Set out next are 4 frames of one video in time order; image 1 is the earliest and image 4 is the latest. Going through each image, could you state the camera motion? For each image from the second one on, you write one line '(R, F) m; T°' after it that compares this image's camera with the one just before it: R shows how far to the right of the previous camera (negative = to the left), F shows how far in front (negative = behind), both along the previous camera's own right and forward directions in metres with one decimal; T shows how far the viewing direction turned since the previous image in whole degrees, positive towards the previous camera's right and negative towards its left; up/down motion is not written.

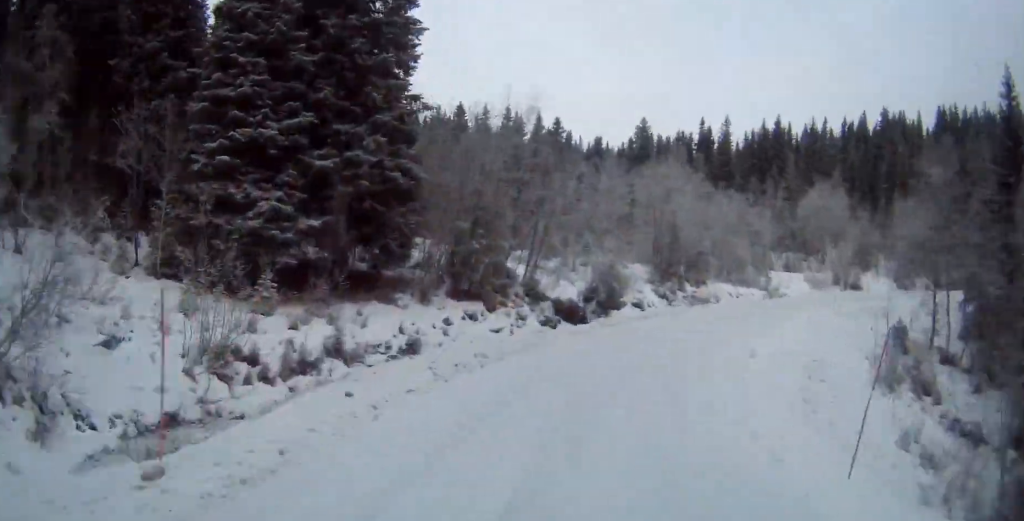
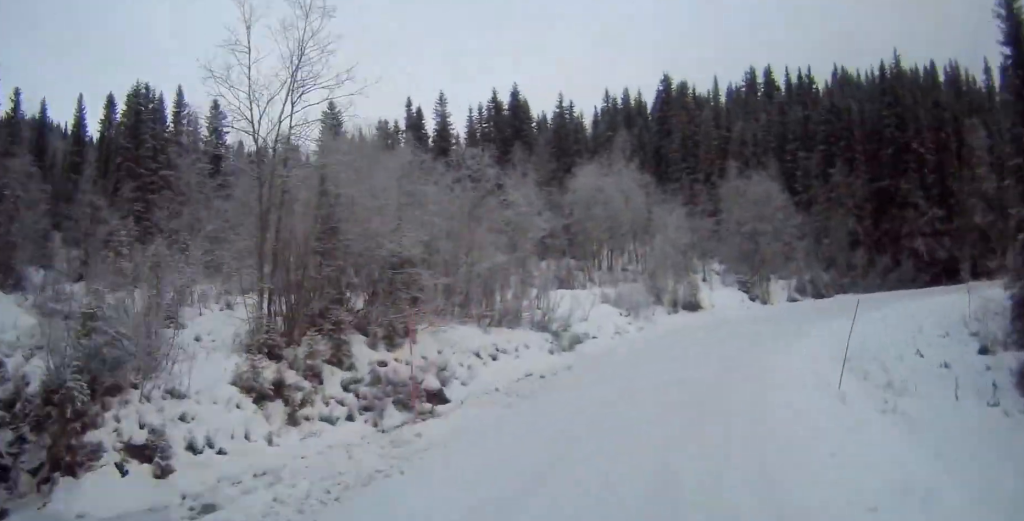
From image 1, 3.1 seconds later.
(+2.2, +24.1) m; +24°
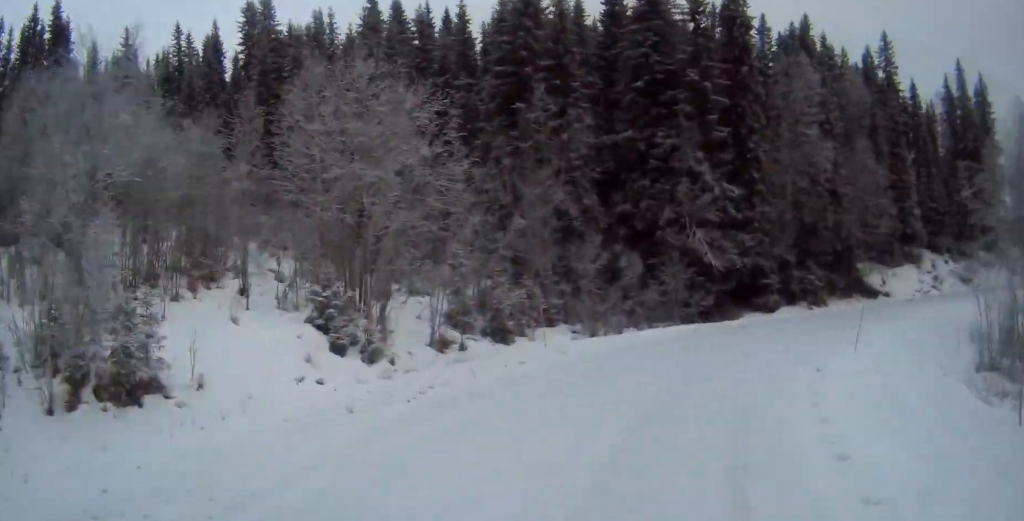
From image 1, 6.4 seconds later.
(+6.6, +25.2) m; +37°
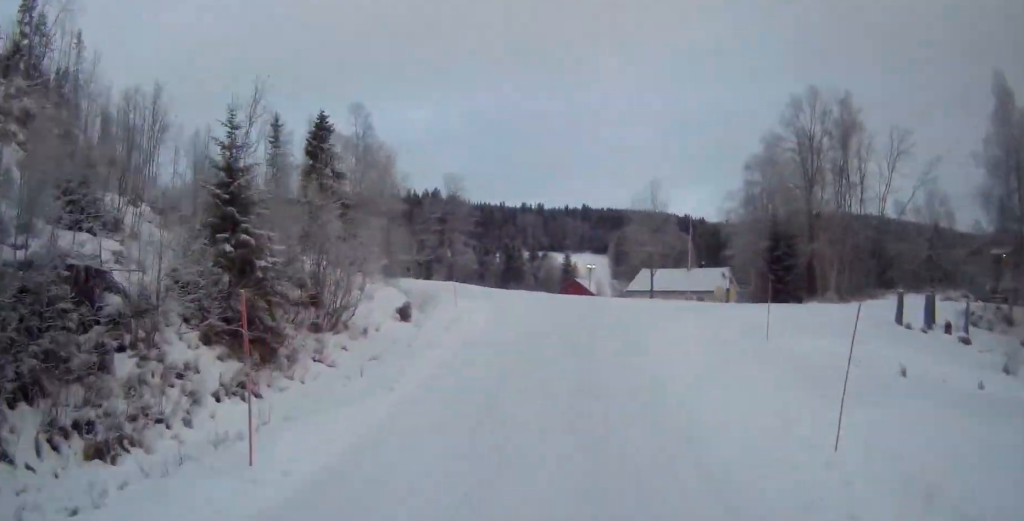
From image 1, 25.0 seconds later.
(+30.9, +110.6) m; -12°
